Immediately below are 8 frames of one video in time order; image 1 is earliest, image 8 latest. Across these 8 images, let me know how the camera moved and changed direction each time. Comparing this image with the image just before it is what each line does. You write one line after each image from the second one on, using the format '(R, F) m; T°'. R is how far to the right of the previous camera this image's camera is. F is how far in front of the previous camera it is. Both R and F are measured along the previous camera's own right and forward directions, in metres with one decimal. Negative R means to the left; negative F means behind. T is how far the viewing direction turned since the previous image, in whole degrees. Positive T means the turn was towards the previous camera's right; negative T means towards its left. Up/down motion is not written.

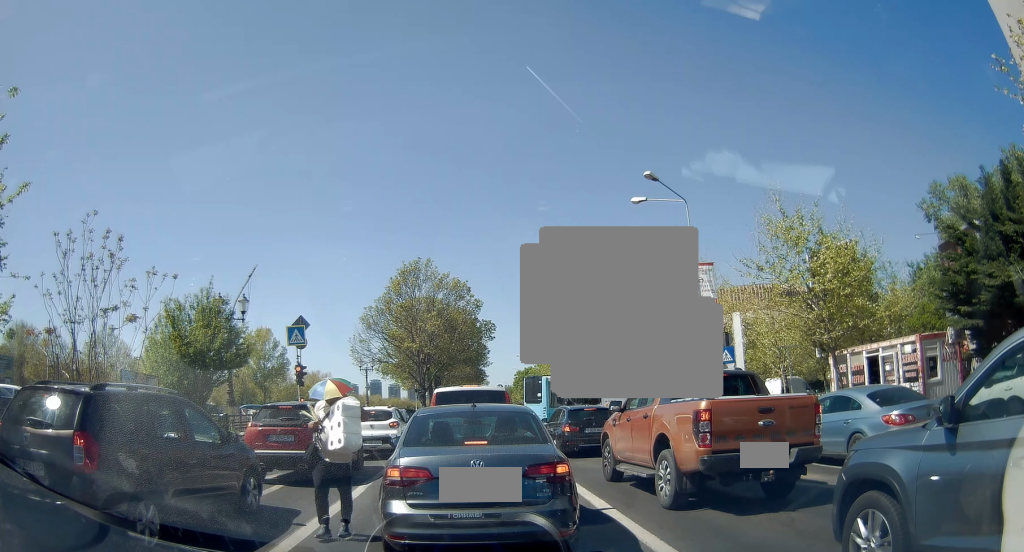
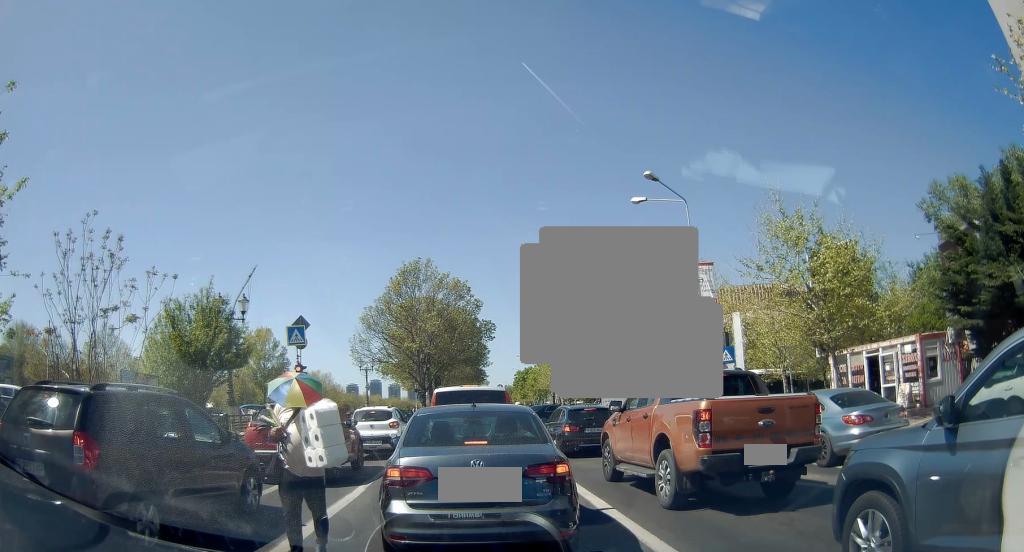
(0.0, 0.0) m; 0°
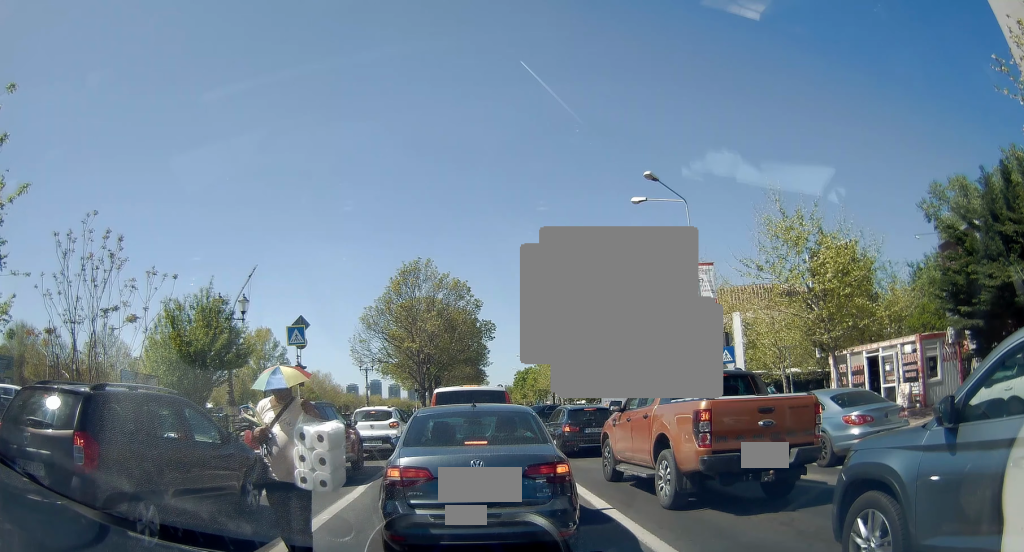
(0.0, 0.0) m; 0°
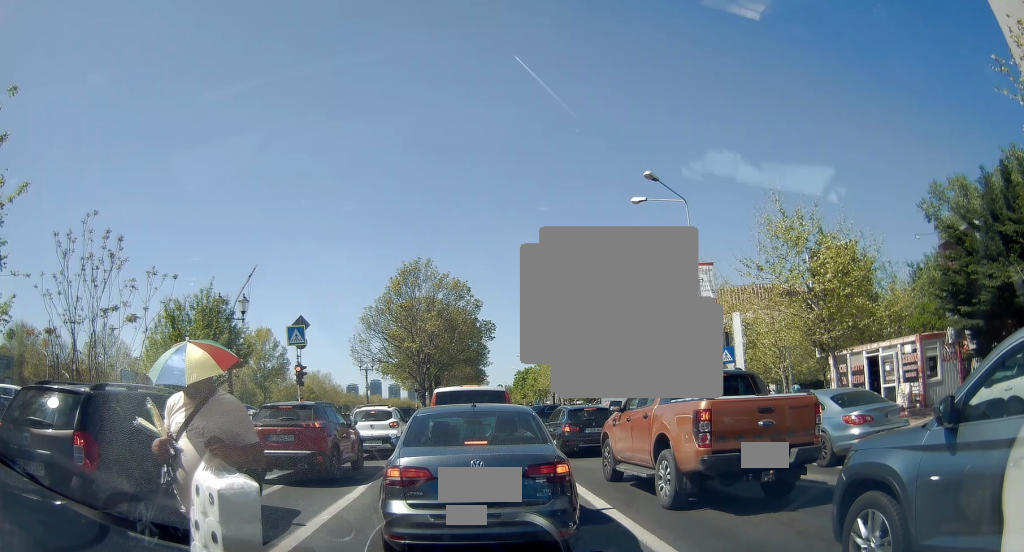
(0.0, 0.0) m; 0°
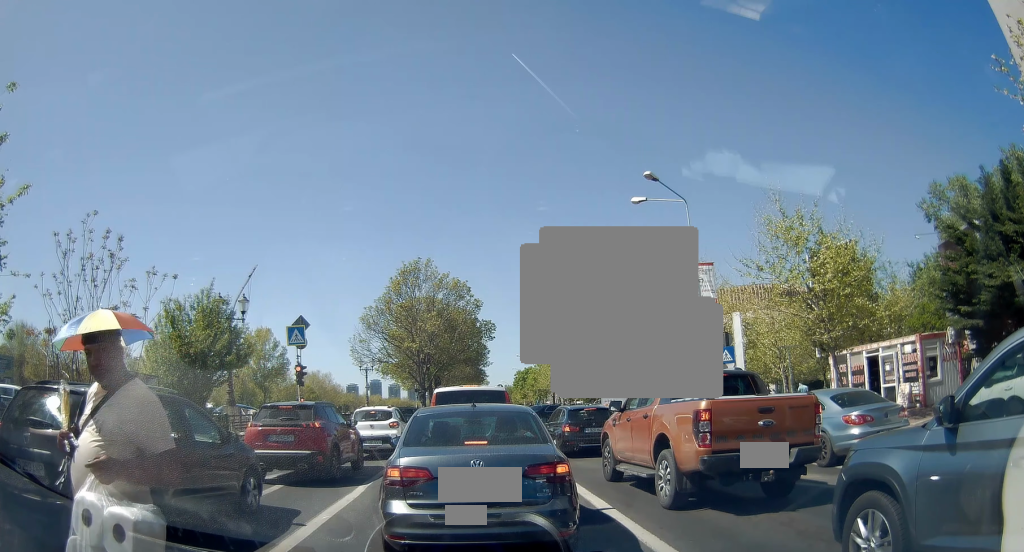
(0.0, 0.0) m; 0°
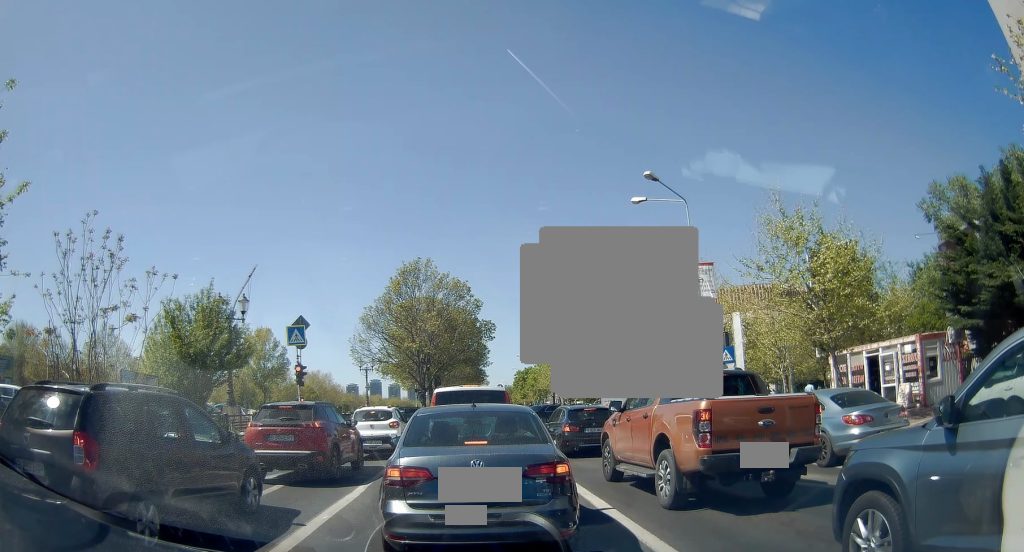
(0.0, 0.0) m; 0°
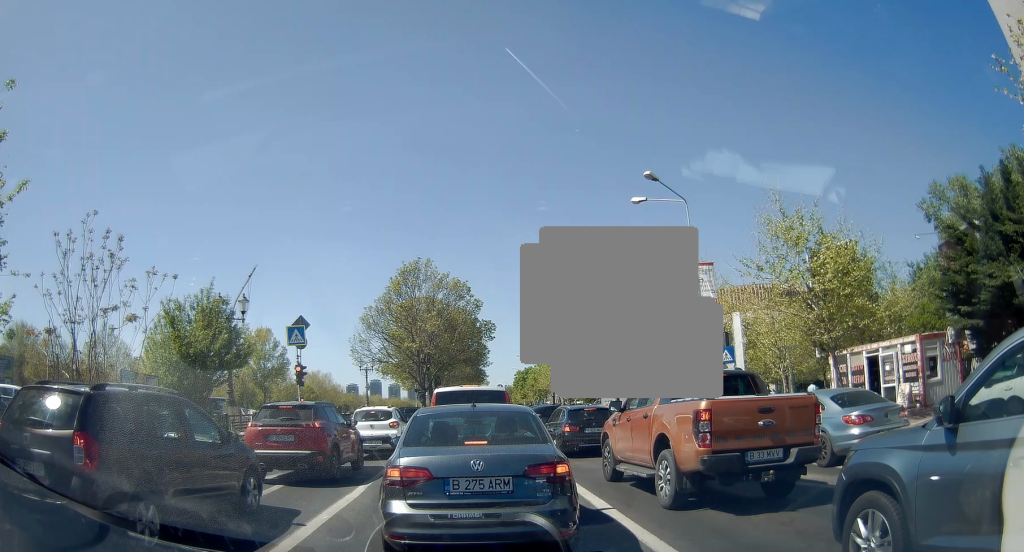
(0.0, 0.0) m; 0°
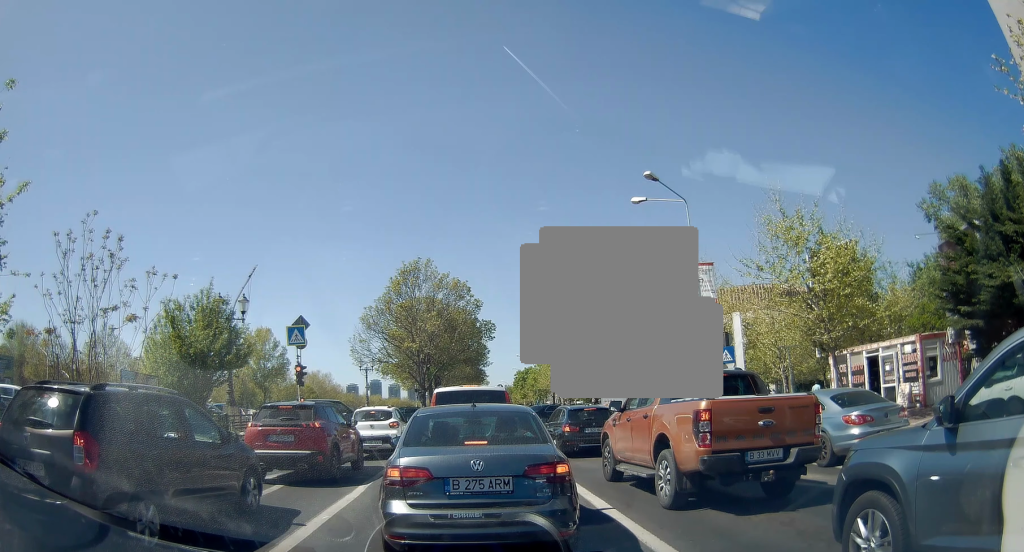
(0.0, 0.0) m; 0°
